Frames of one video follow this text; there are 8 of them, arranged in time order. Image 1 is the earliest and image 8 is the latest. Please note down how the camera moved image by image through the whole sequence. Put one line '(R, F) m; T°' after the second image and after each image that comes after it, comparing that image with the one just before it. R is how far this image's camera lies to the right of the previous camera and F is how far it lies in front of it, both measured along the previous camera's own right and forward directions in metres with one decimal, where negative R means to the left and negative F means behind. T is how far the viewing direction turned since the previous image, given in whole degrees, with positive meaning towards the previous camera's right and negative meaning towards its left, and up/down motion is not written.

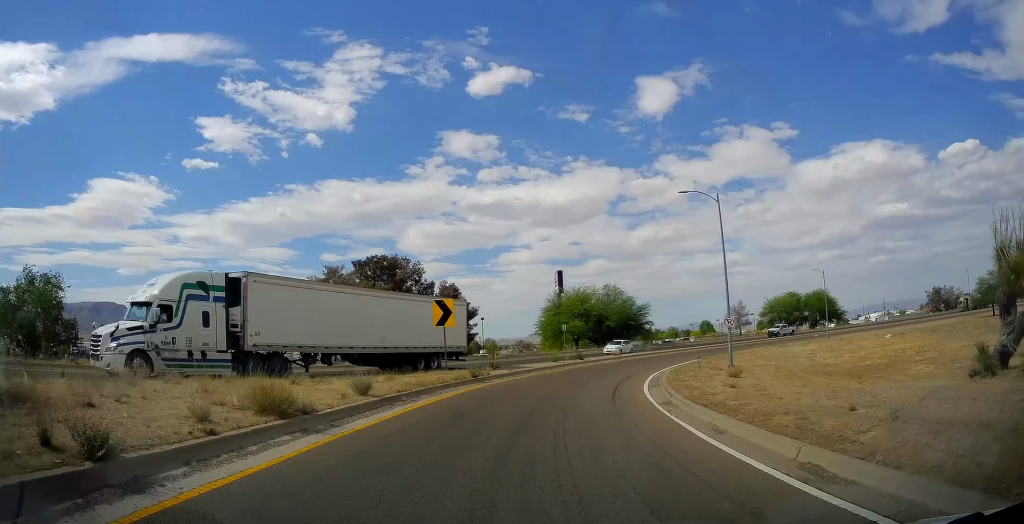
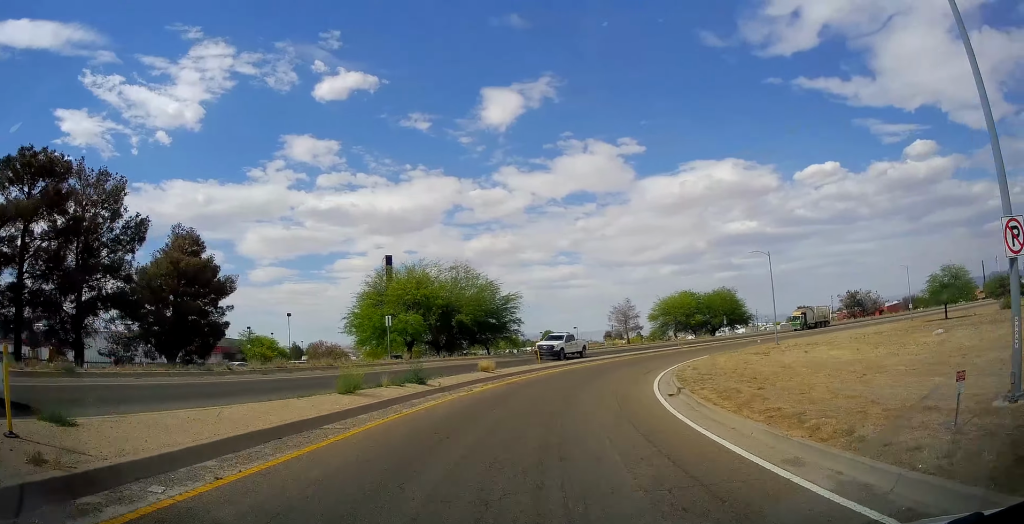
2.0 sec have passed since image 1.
(+4.5, +26.5) m; +16°
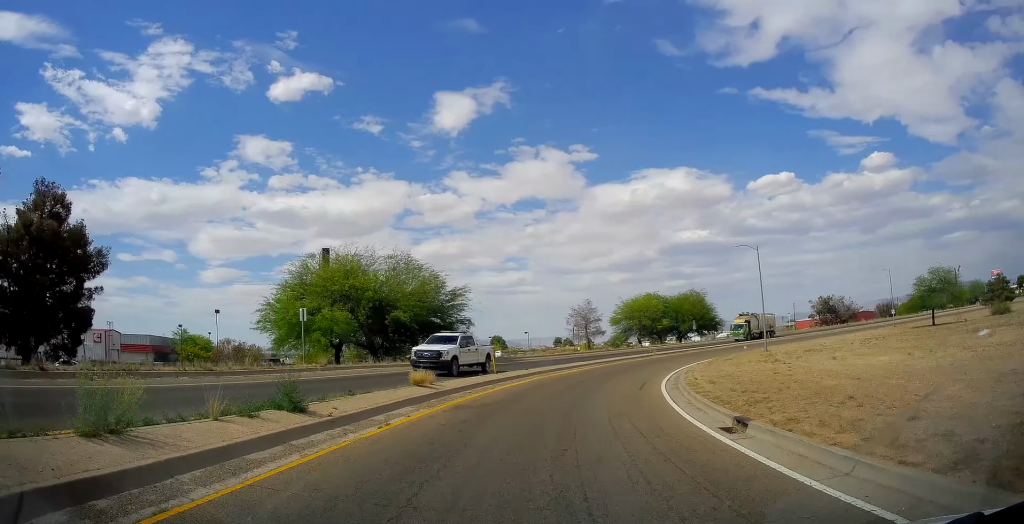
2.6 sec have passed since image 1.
(+0.3, +8.4) m; +5°
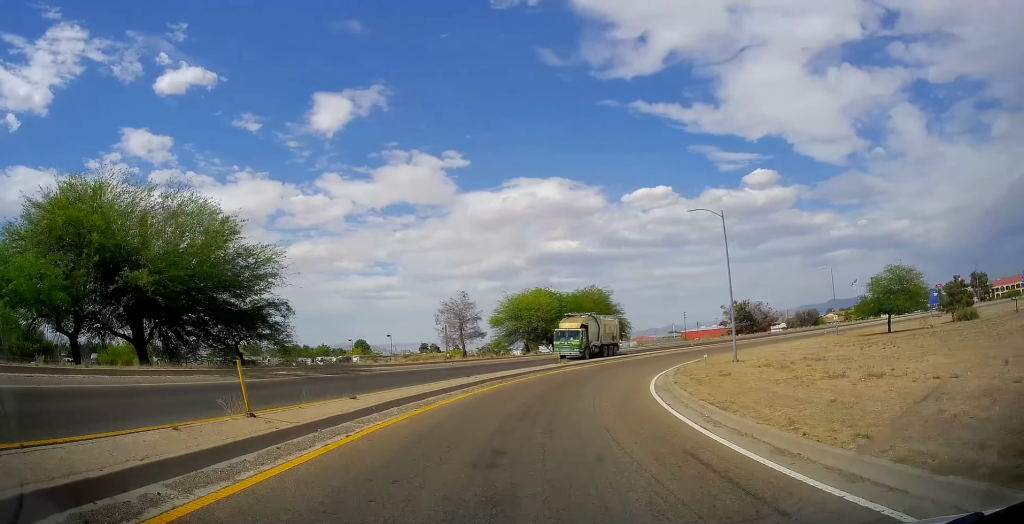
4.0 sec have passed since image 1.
(+1.8, +18.2) m; +12°
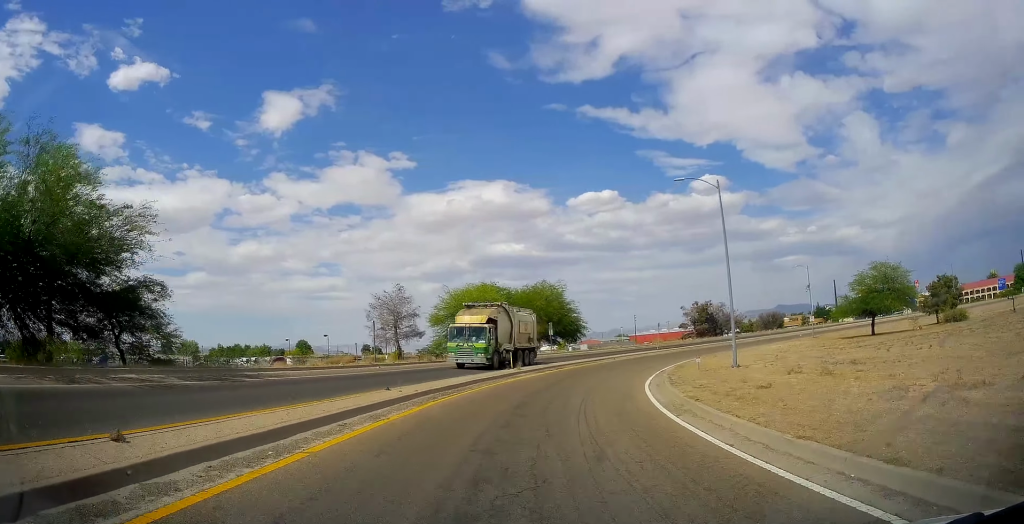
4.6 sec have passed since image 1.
(+0.4, +7.9) m; +6°
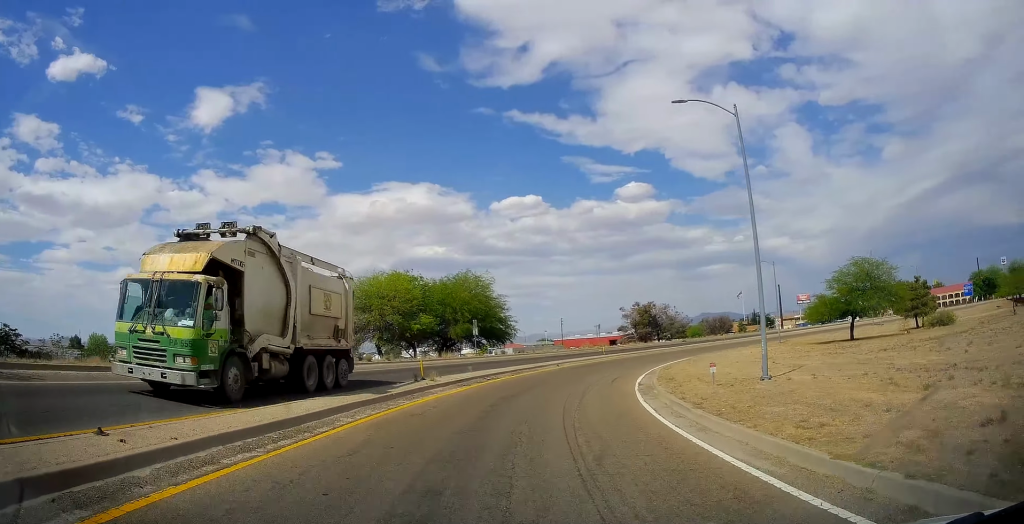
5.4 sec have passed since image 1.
(+0.7, +11.0) m; +8°
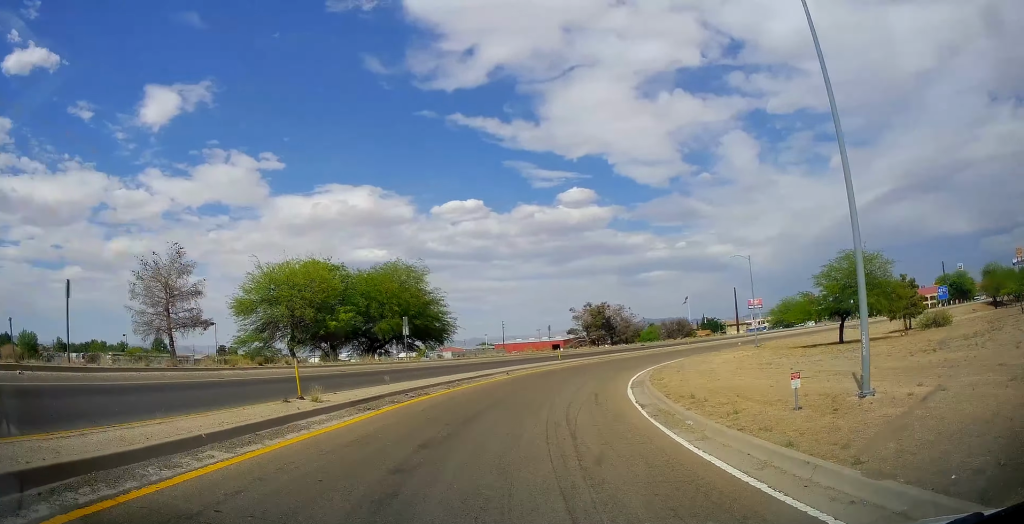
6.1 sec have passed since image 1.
(+0.4, +8.8) m; +7°
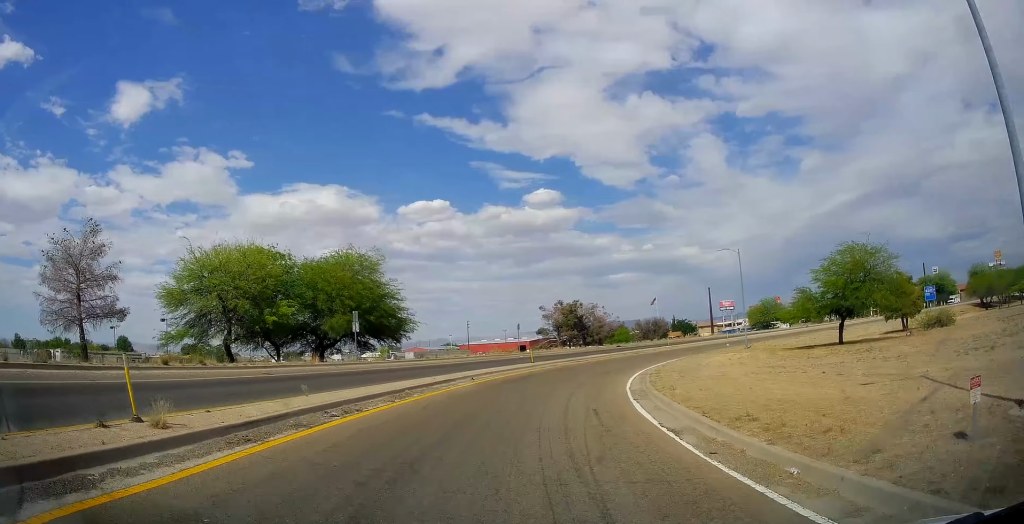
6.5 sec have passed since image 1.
(+0.3, +5.6) m; +4°
